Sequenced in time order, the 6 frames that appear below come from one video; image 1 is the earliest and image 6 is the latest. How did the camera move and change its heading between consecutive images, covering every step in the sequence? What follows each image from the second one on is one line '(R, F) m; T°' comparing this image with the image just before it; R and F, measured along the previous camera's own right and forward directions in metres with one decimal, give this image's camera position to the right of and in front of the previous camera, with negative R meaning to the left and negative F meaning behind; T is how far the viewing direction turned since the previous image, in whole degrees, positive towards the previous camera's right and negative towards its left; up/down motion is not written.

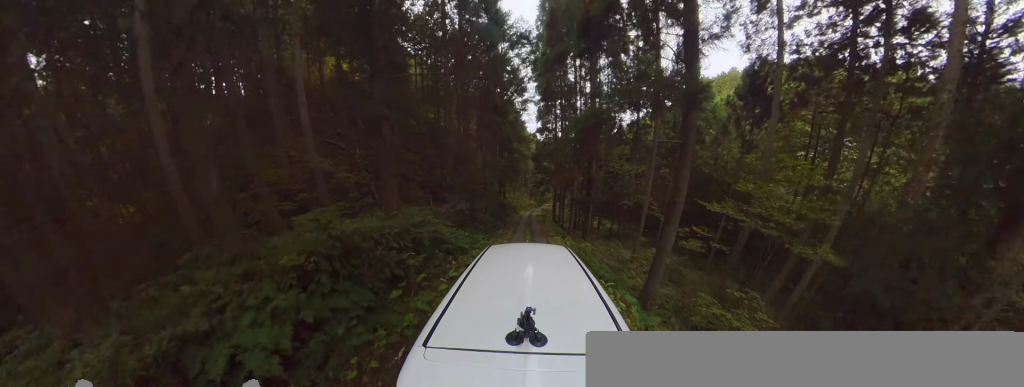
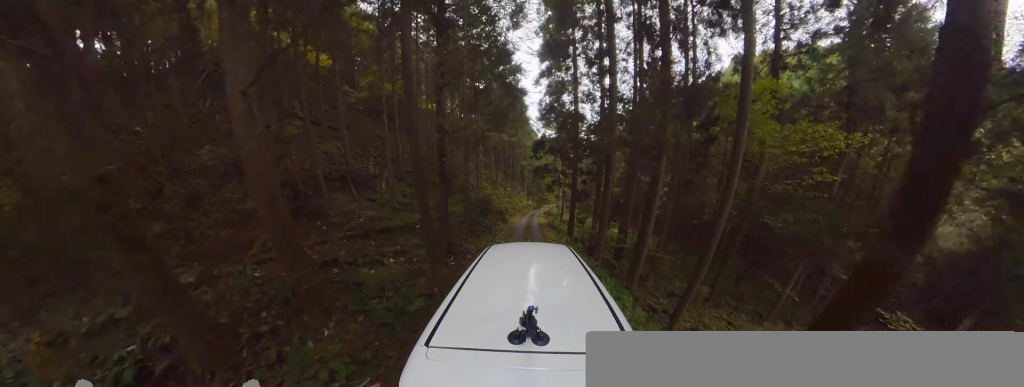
(+0.9, +13.7) m; -3°
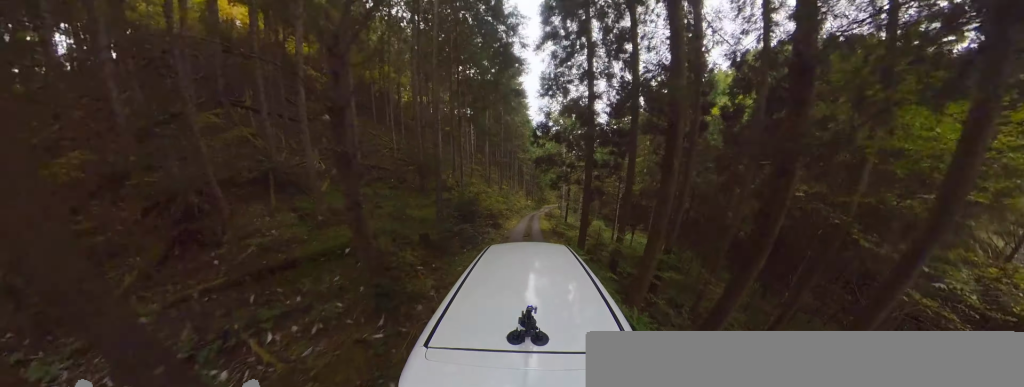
(-0.7, +4.1) m; -4°
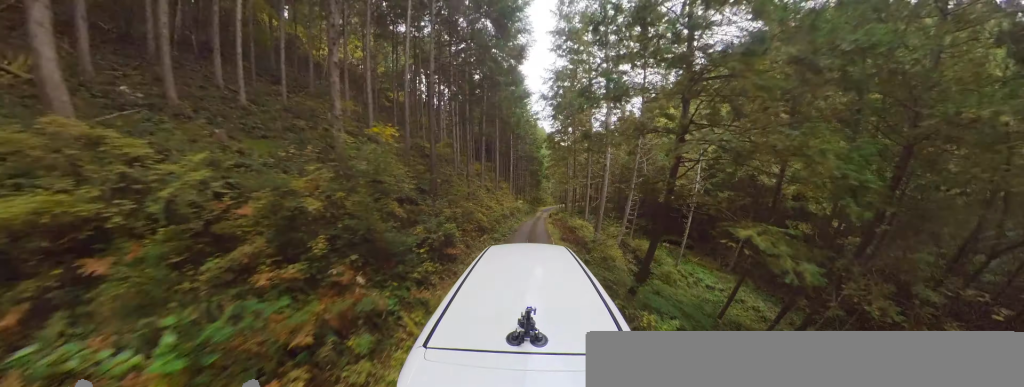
(+1.3, +17.4) m; +21°
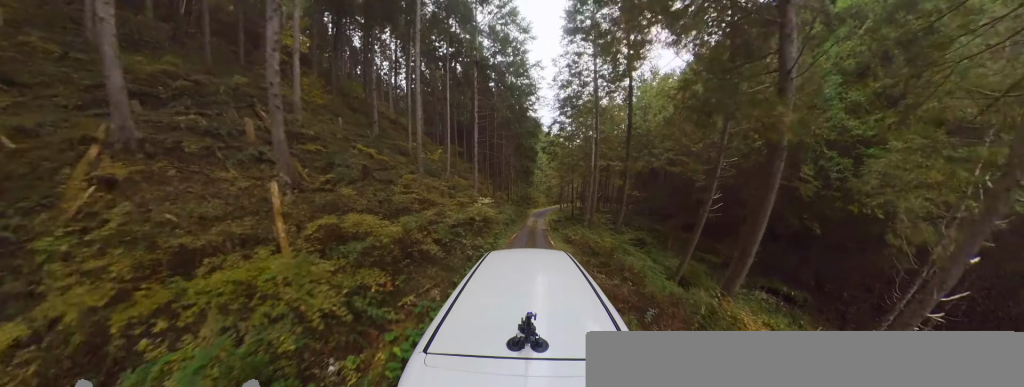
(+1.3, +11.7) m; +6°
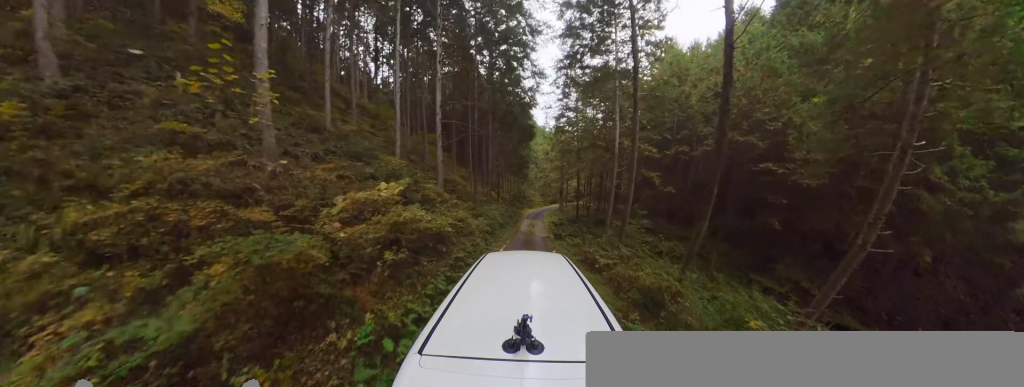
(0.0, +3.3) m; -1°
